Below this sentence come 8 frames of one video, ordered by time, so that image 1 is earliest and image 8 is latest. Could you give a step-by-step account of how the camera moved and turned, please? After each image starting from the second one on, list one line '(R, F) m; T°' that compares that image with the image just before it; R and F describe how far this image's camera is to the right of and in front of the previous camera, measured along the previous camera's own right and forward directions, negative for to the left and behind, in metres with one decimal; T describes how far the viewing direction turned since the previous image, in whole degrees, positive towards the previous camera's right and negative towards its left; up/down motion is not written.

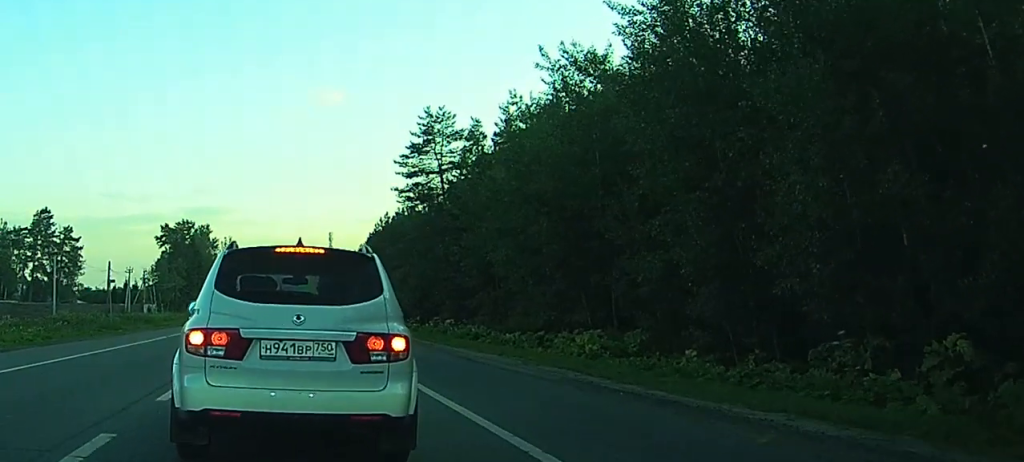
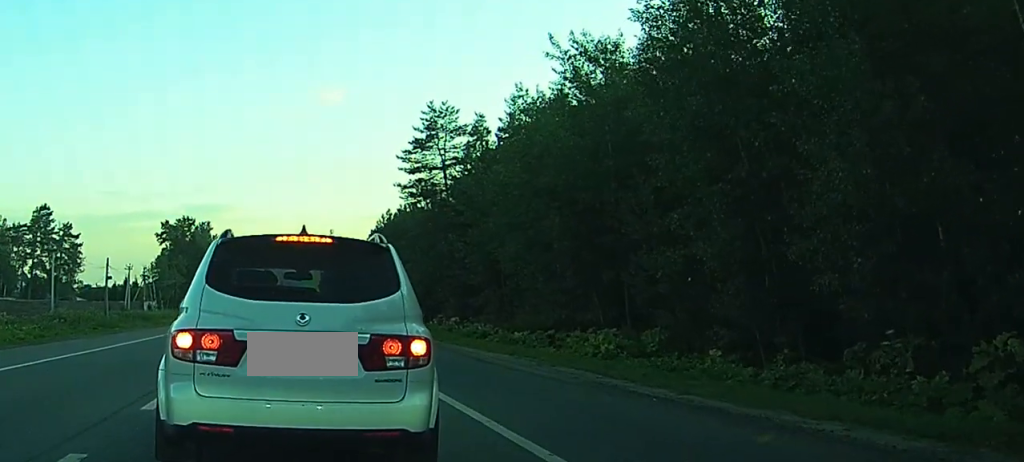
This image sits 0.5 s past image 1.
(0.0, +1.1) m; -1°
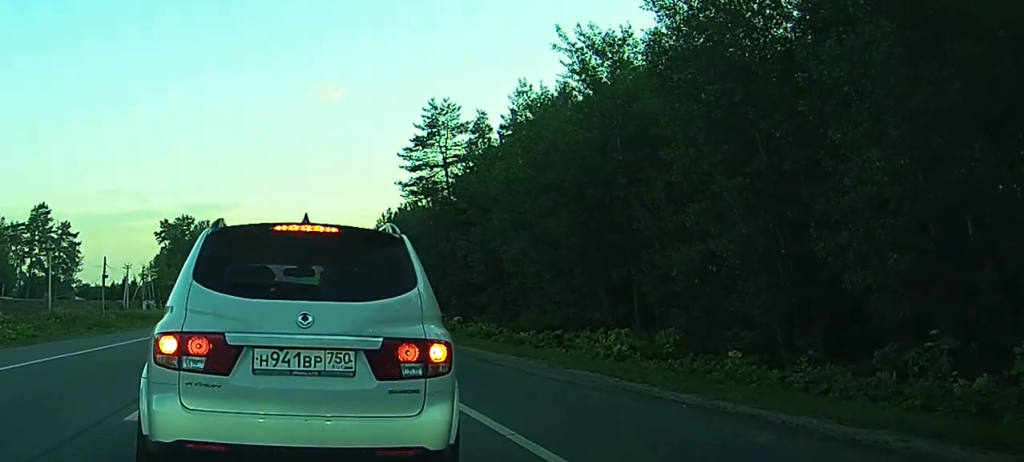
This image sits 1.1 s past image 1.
(0.0, +1.1) m; -2°
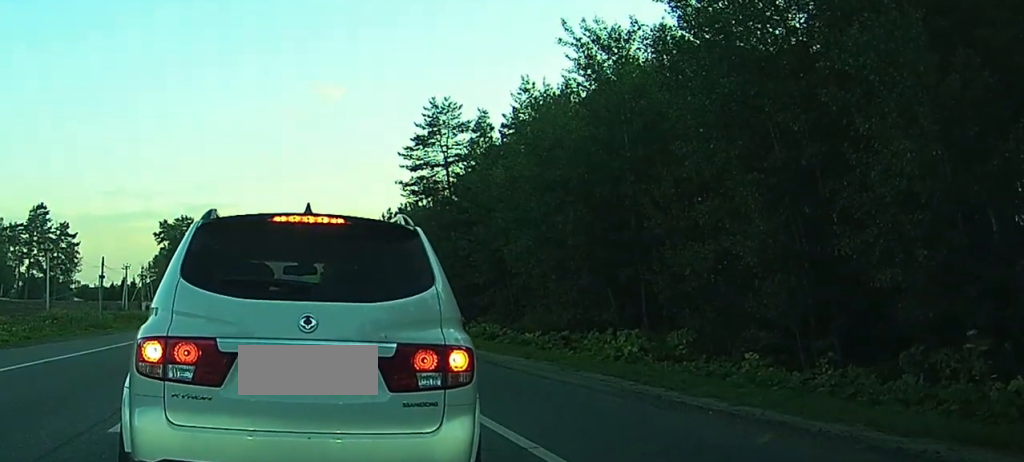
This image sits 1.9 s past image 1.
(-0.1, +1.1) m; 0°
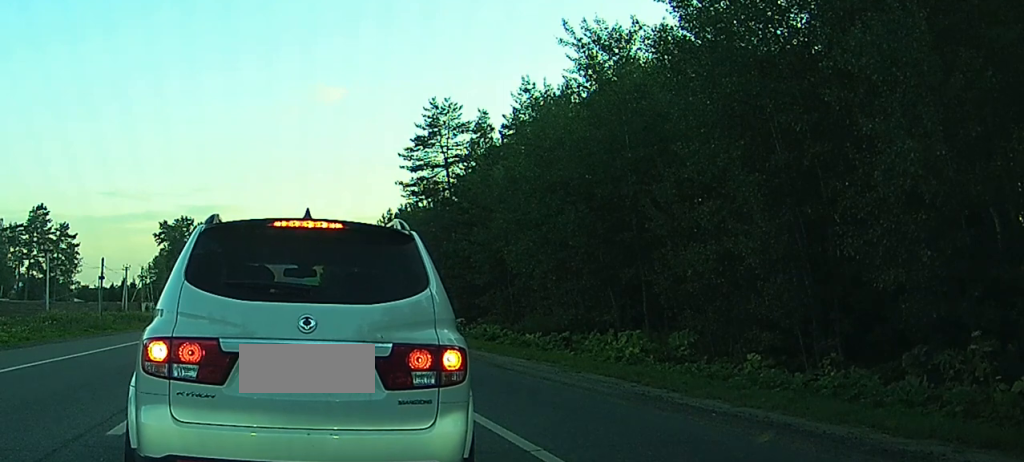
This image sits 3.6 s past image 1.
(+0.5, +1.1) m; 0°
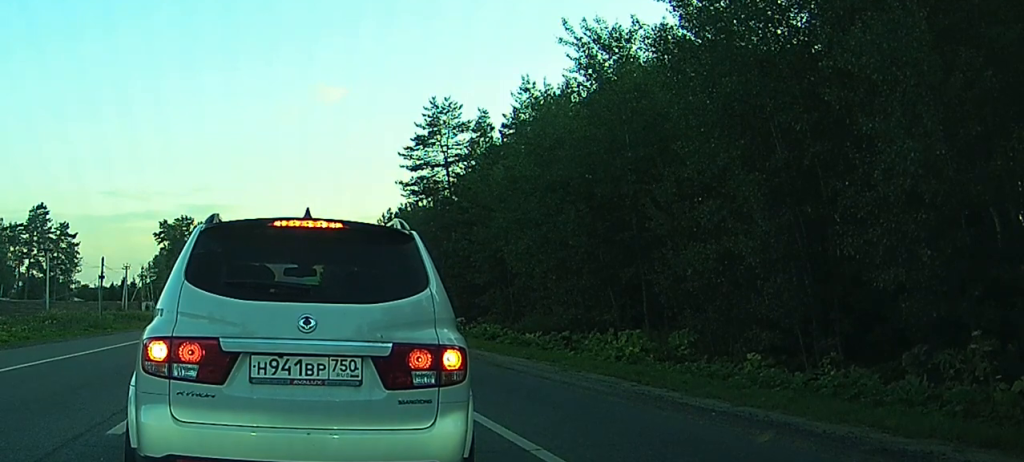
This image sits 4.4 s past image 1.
(+0.3, +0.2) m; 0°
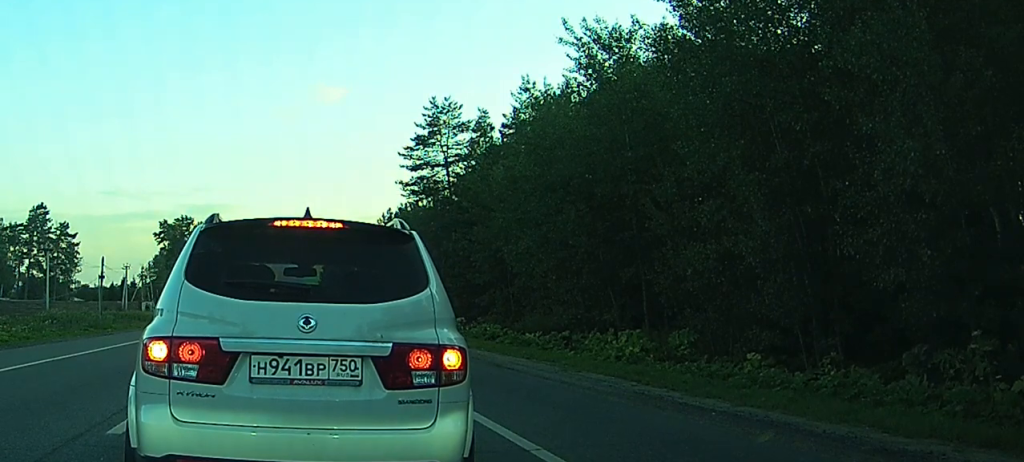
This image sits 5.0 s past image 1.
(+0.1, +0.1) m; 0°
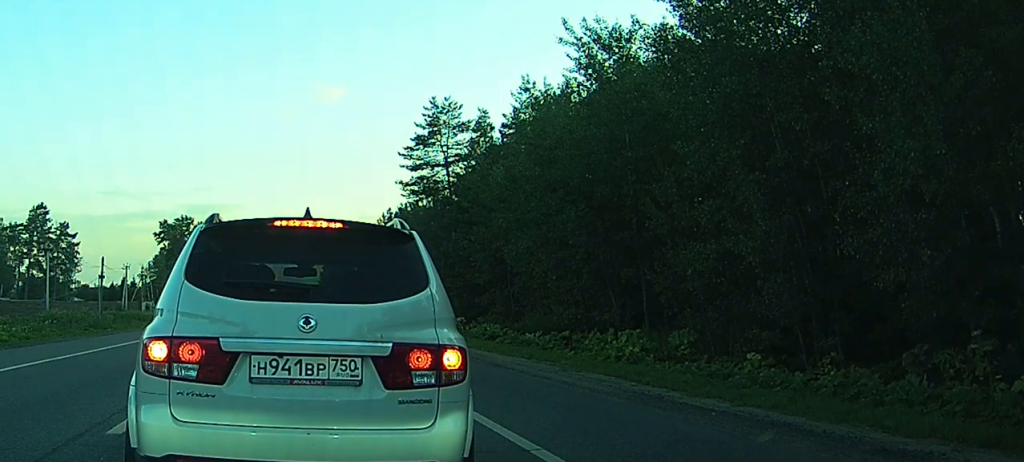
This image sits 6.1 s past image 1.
(0.0, -0.1) m; 0°
